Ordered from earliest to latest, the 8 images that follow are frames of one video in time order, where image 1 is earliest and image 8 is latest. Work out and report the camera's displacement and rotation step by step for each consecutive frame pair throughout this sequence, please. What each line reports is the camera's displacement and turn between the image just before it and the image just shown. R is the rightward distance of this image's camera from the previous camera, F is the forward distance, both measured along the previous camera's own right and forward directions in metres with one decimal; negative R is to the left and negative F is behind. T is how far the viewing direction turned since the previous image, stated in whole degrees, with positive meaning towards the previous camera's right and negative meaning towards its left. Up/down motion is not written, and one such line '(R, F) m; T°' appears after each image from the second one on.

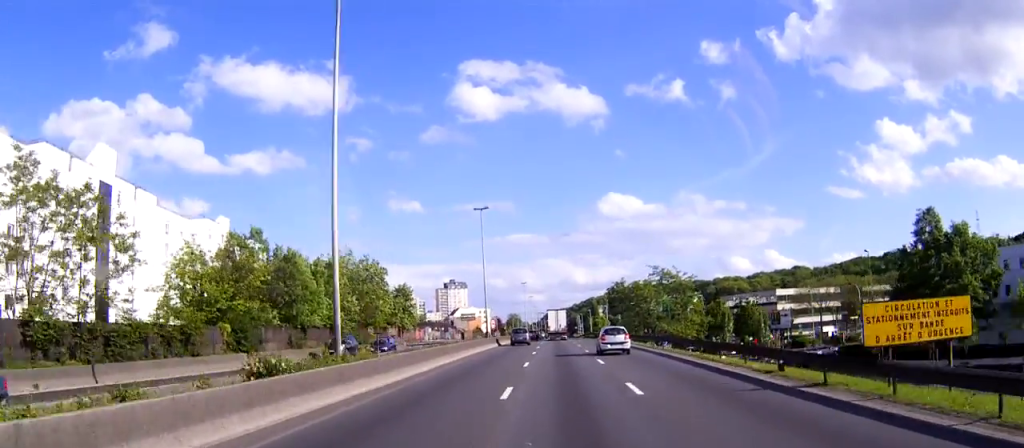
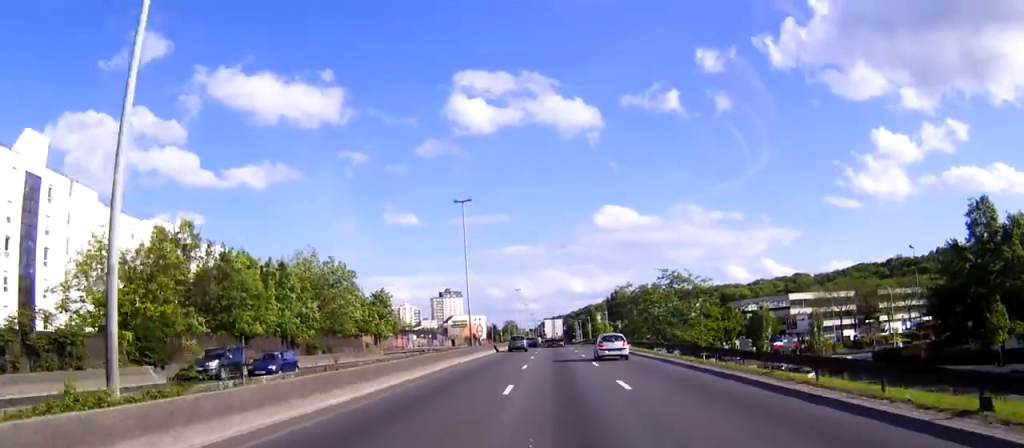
(0.0, +11.5) m; 0°
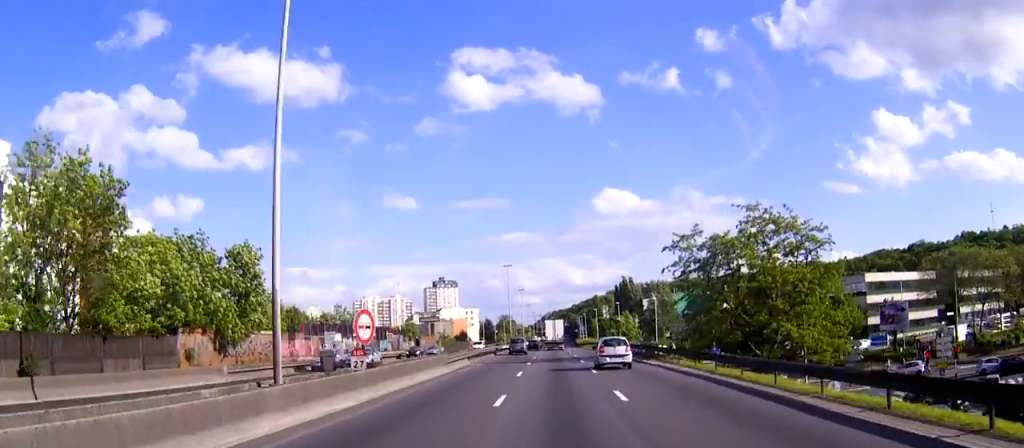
(+0.3, +40.8) m; +1°
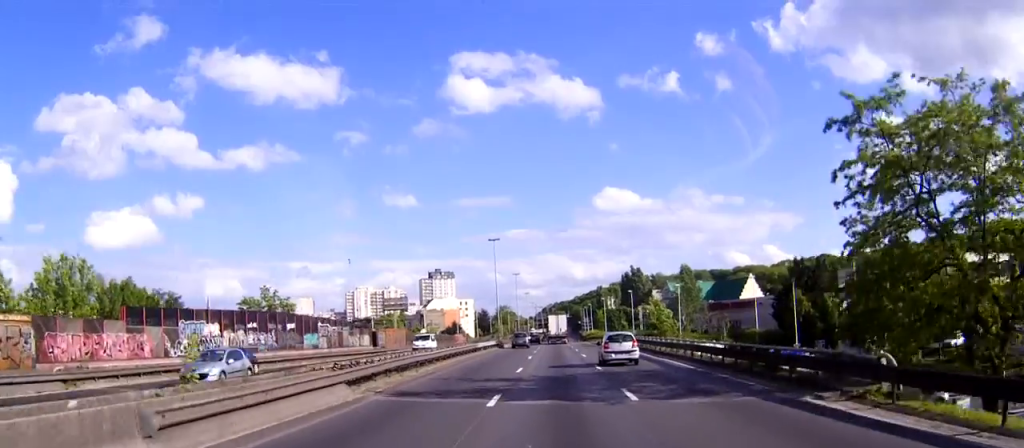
(0.0, +28.6) m; 0°
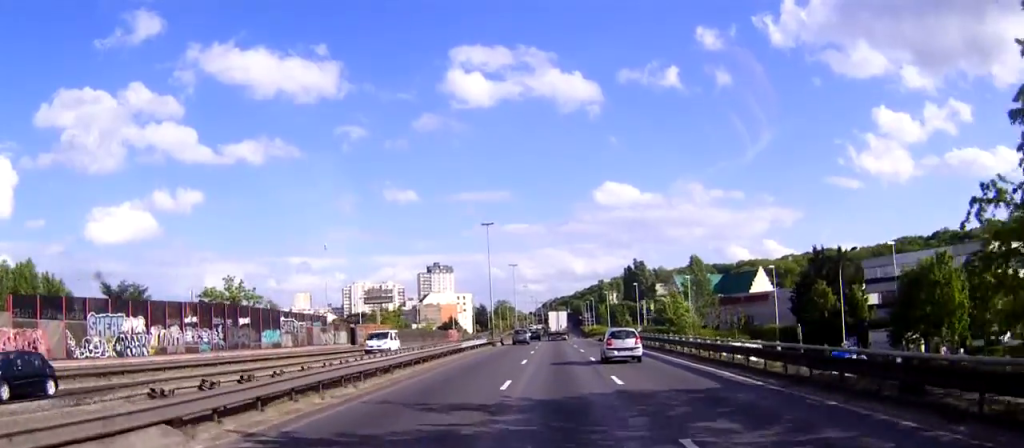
(-0.1, +9.6) m; 0°
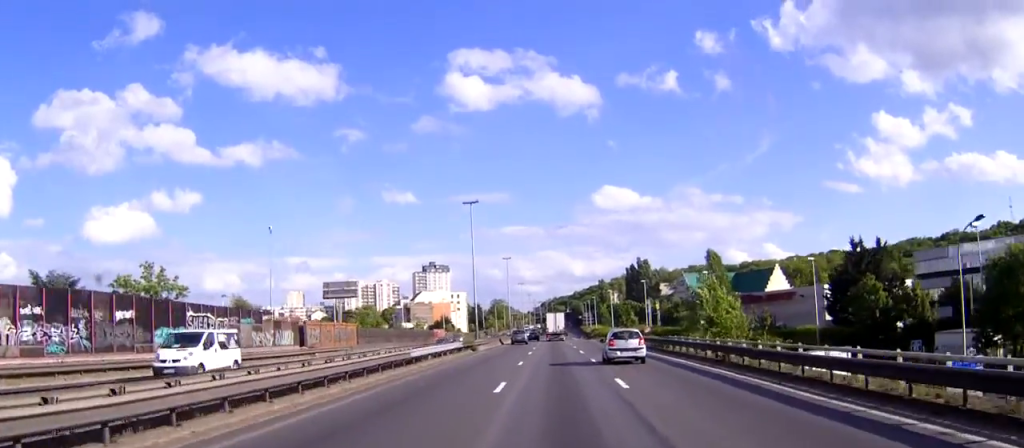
(0.0, +15.5) m; 0°
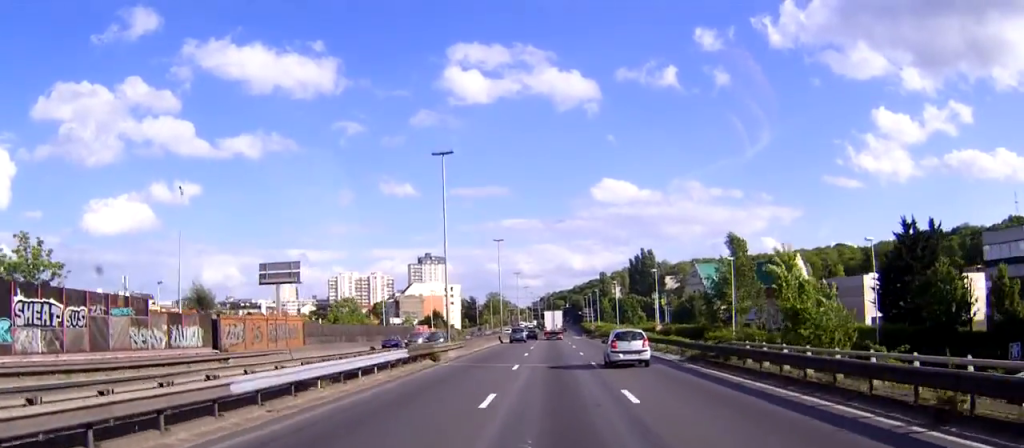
(0.0, +16.2) m; 0°
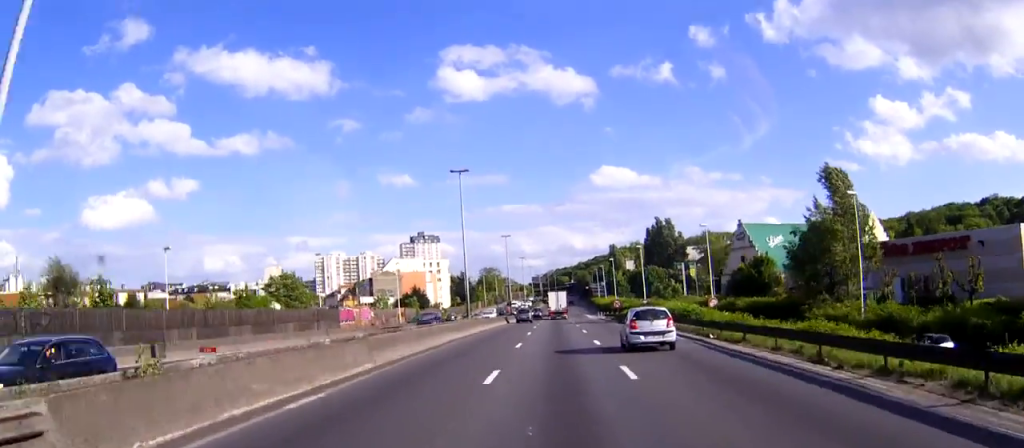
(+0.1, +39.9) m; 0°
